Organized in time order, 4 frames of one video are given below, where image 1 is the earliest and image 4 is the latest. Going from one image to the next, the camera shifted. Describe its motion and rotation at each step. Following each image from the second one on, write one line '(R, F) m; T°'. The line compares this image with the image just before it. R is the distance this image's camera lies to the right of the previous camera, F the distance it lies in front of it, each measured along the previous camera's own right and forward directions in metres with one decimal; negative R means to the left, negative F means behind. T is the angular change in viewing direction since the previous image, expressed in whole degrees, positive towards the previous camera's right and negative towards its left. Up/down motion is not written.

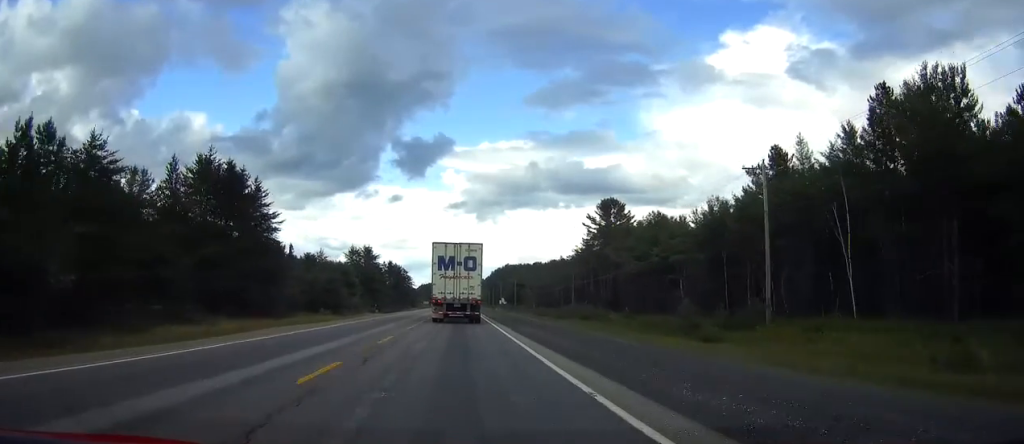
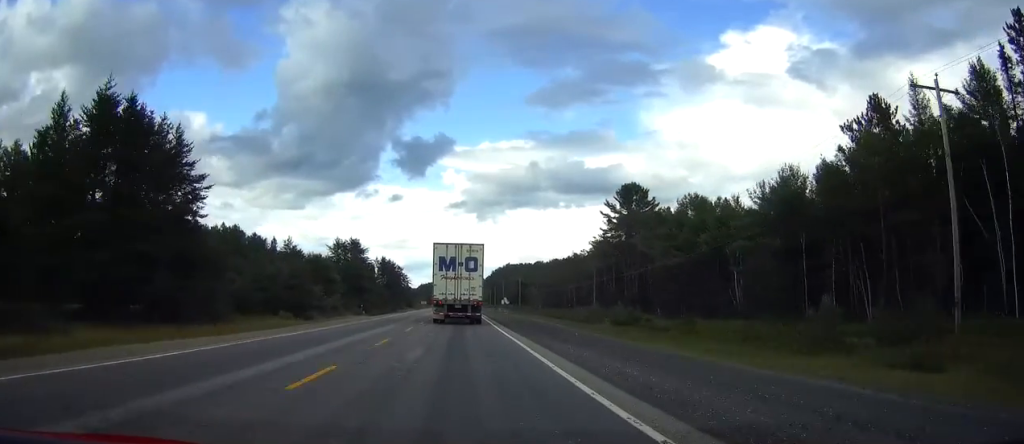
(0.0, +18.8) m; 0°
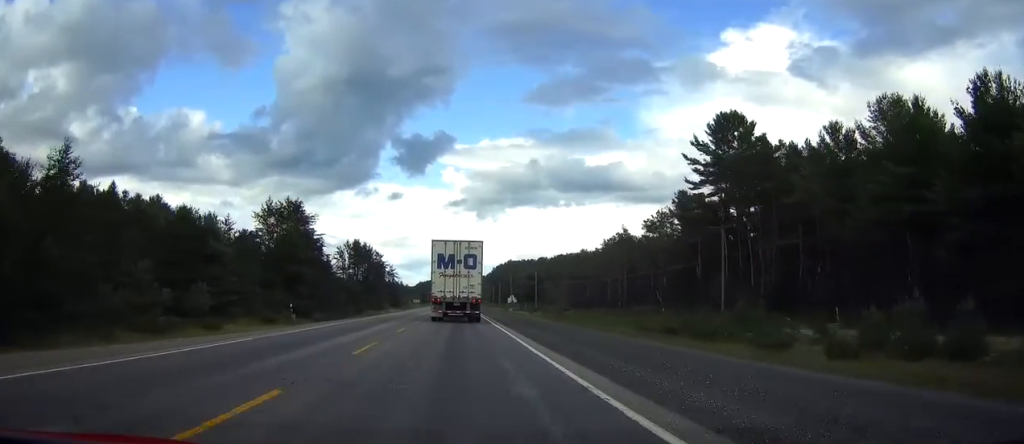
(+0.1, +49.5) m; 0°
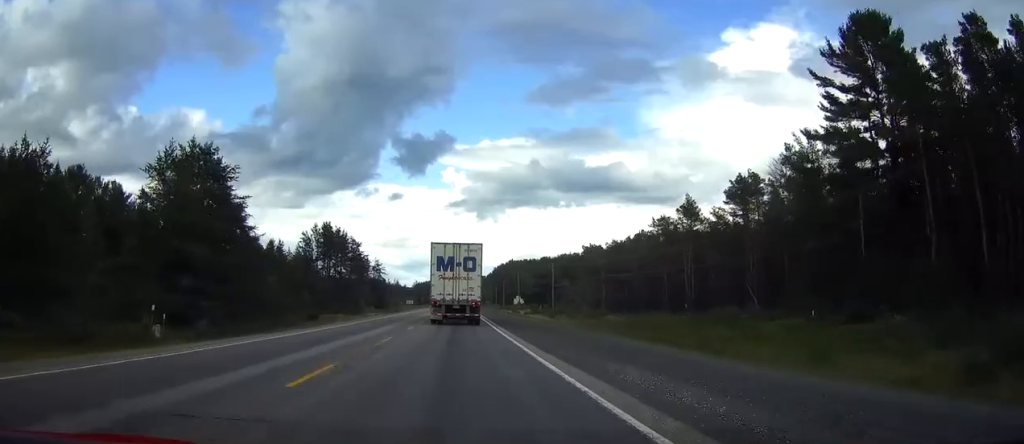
(0.0, +32.3) m; 0°
